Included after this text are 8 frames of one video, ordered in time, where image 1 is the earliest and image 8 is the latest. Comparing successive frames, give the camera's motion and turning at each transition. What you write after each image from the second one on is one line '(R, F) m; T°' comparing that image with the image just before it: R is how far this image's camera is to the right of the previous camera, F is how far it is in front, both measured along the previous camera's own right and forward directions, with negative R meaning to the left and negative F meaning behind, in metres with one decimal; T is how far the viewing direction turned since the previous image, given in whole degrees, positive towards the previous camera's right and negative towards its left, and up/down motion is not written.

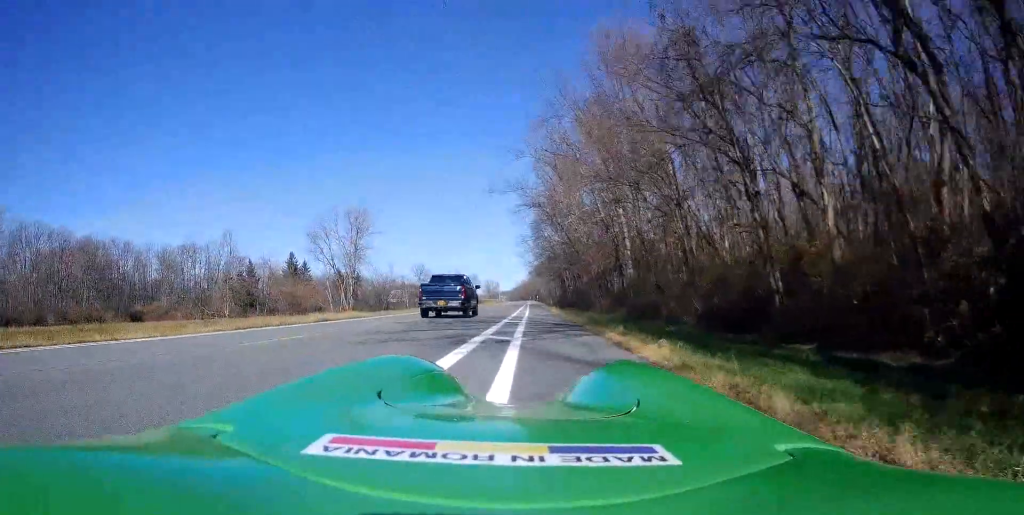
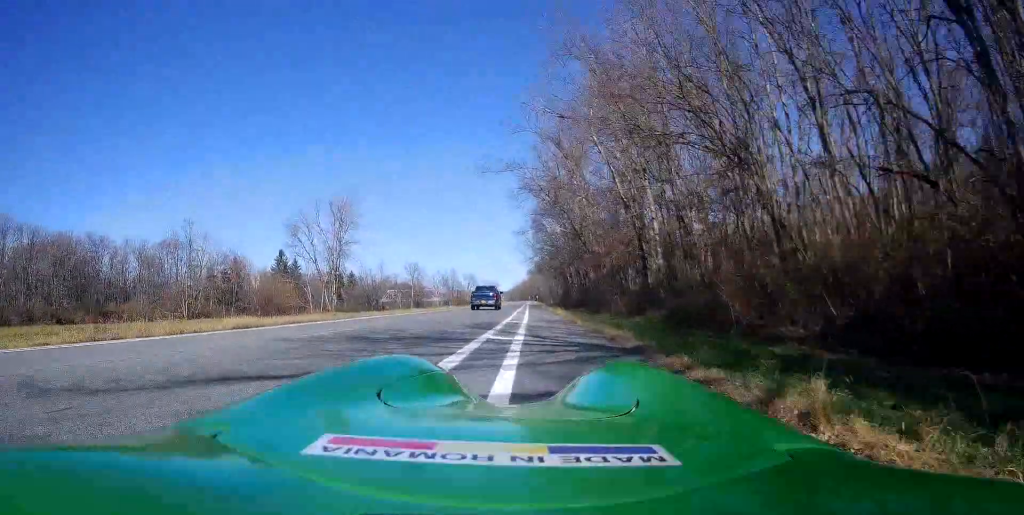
(+0.1, +9.4) m; -1°
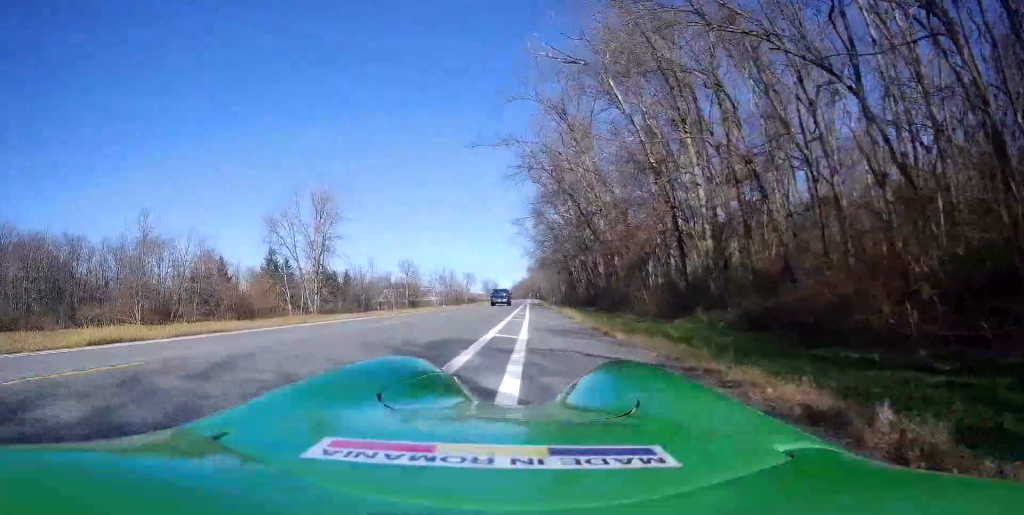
(-0.2, +8.1) m; +1°
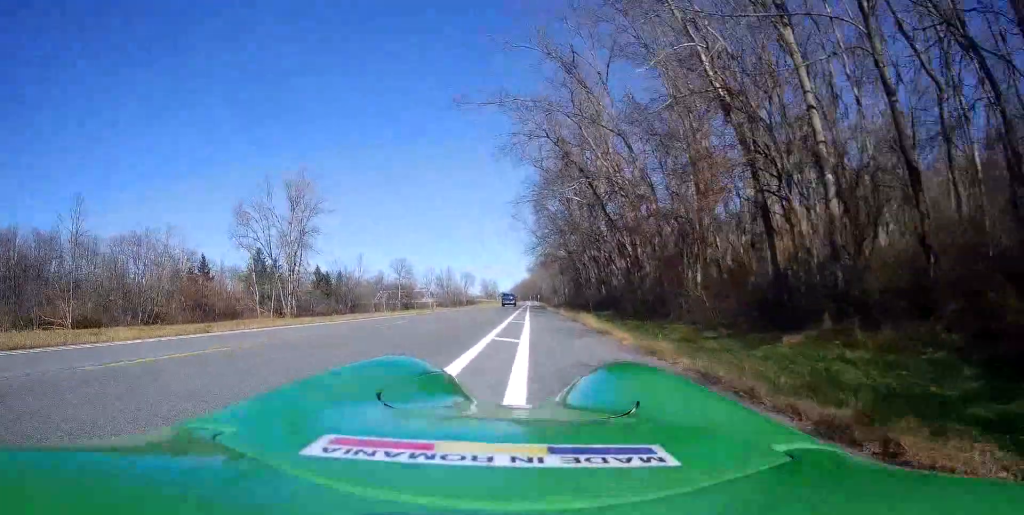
(+0.3, +9.6) m; 0°
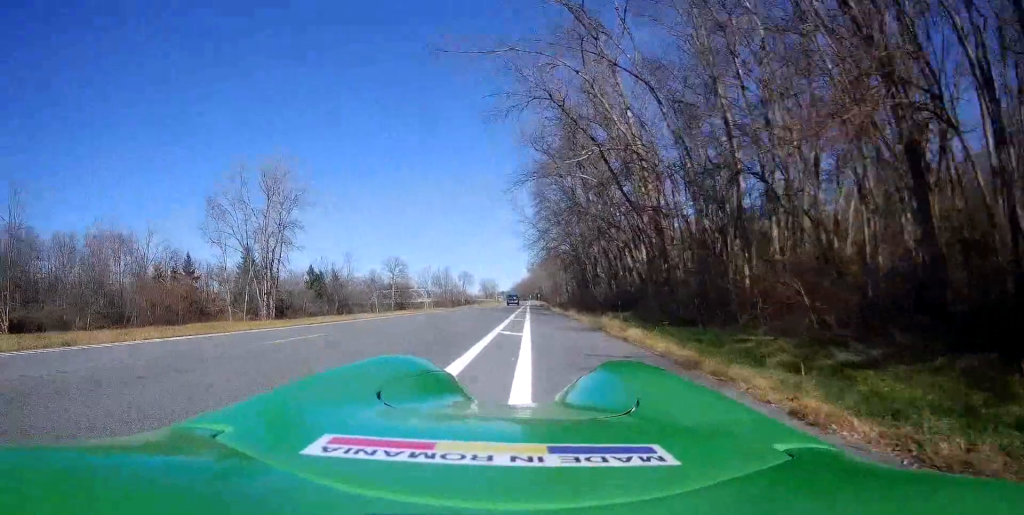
(-0.2, +7.0) m; -1°
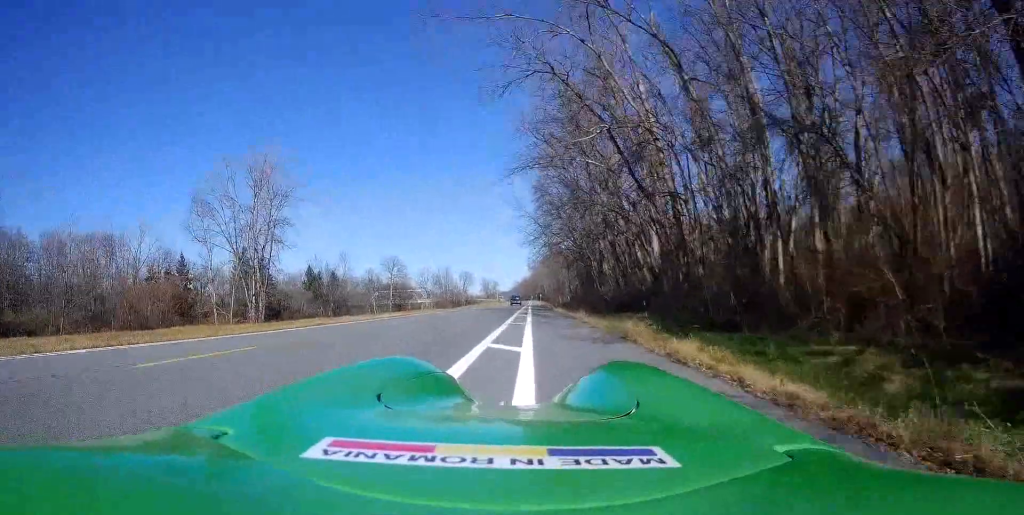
(0.0, +3.7) m; 0°
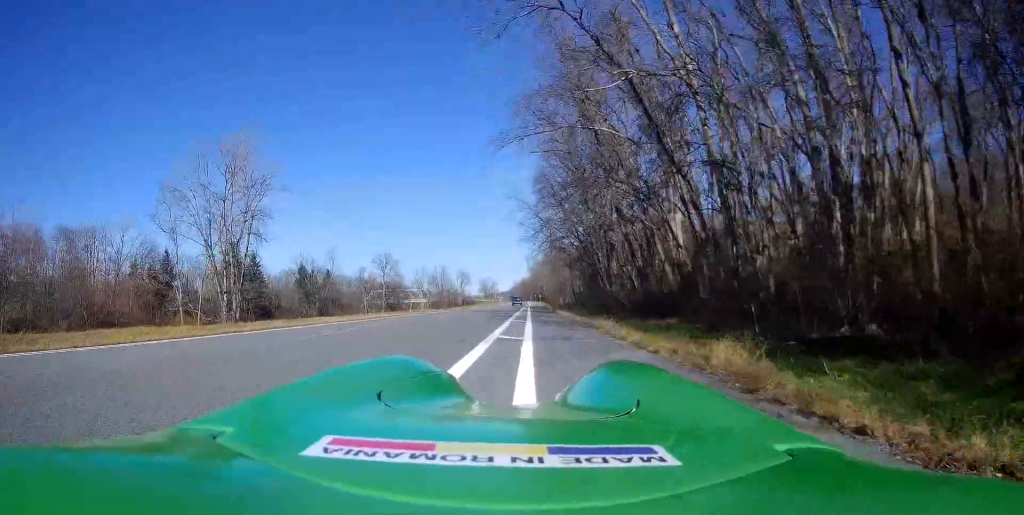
(0.0, +6.3) m; 0°
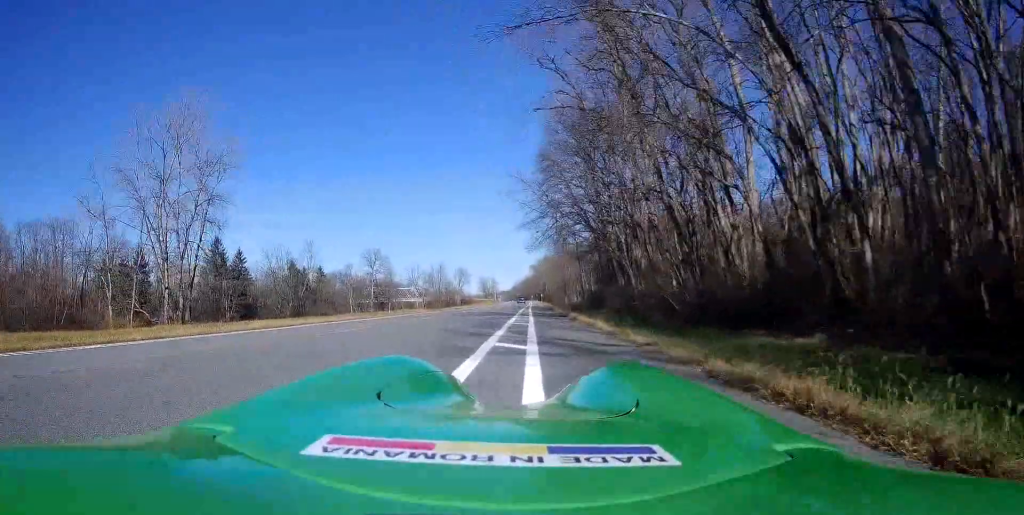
(0.0, +11.0) m; 0°
